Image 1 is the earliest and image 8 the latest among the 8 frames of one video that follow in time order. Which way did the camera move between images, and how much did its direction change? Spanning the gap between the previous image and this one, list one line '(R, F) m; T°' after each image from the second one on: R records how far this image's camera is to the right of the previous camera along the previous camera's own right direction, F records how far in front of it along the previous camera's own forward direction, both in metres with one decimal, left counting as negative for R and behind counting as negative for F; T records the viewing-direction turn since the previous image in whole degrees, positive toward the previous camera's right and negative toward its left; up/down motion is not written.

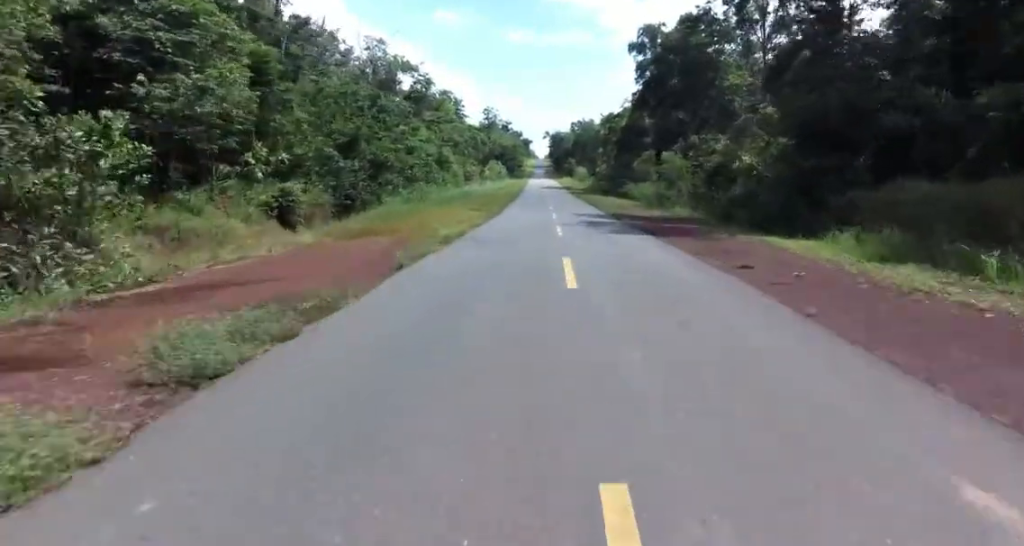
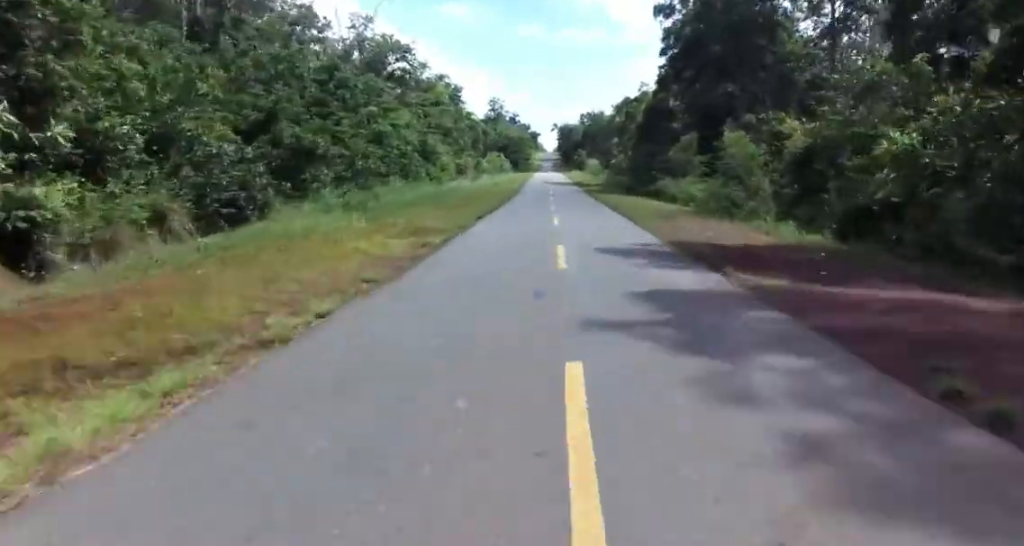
(0.0, +14.8) m; 0°
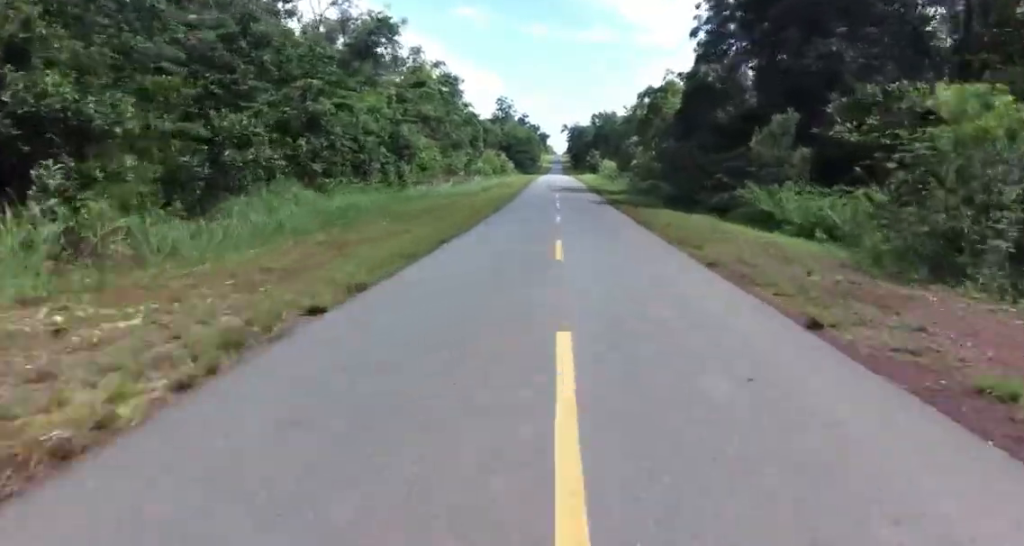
(0.0, +15.8) m; 0°
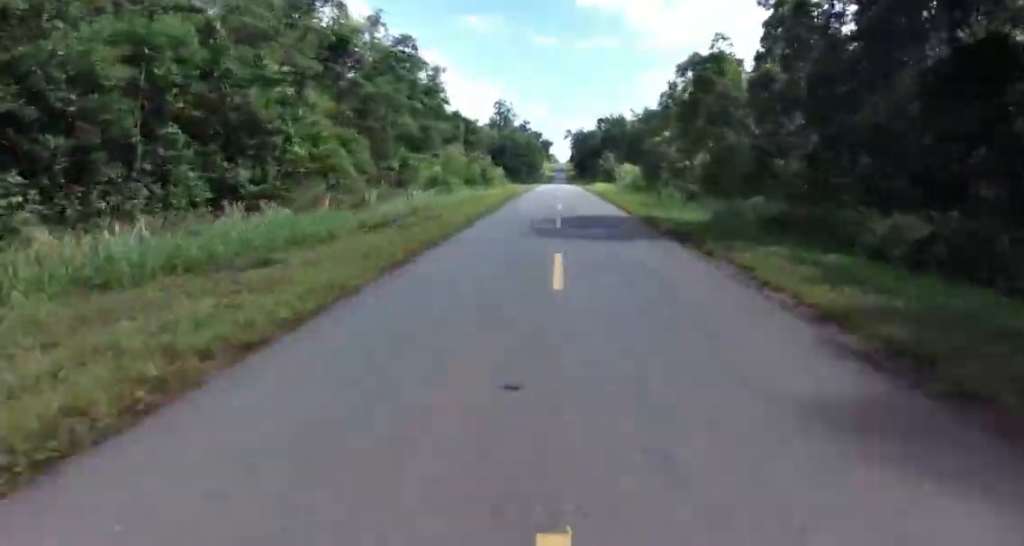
(+0.2, +27.8) m; +1°
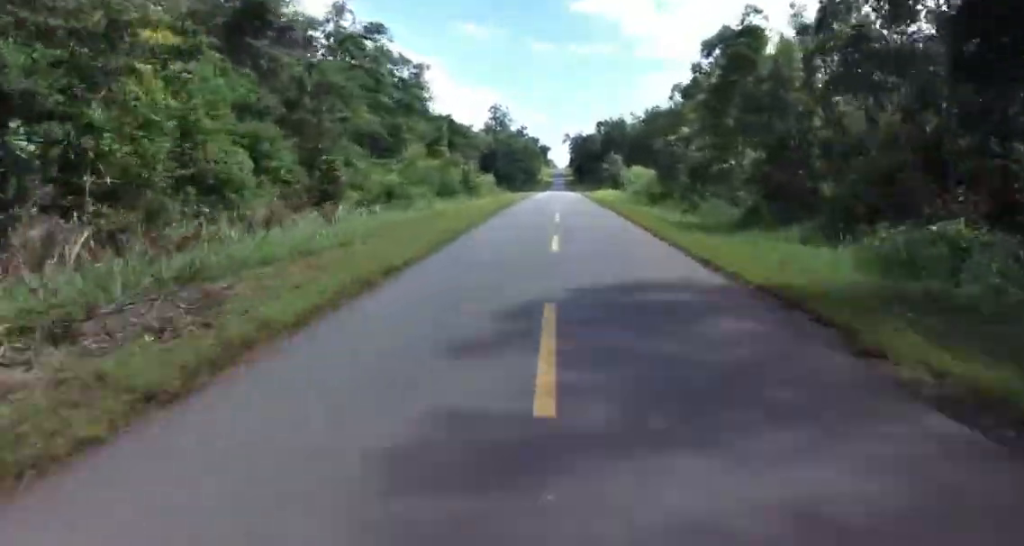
(+0.1, +11.9) m; 0°
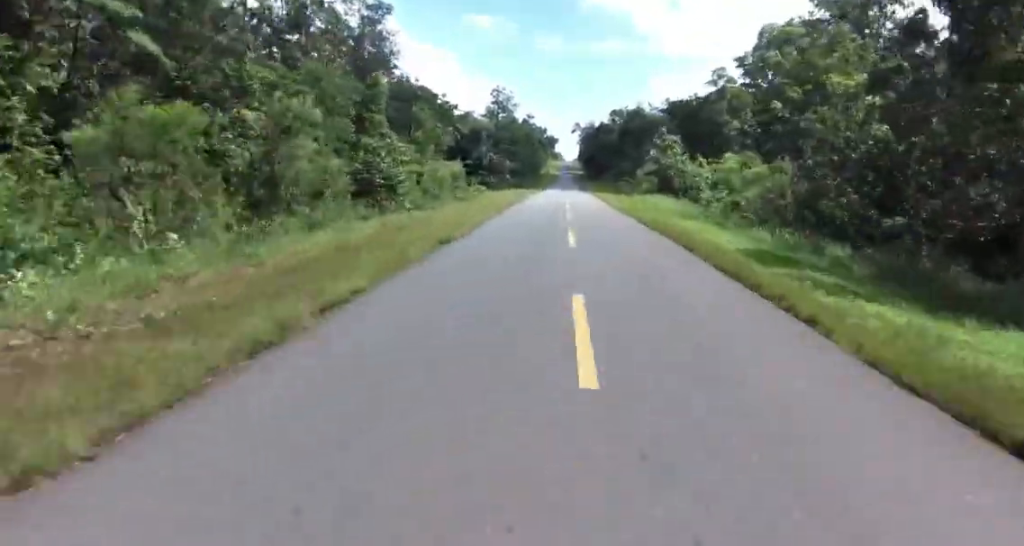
(+0.1, +33.5) m; +1°
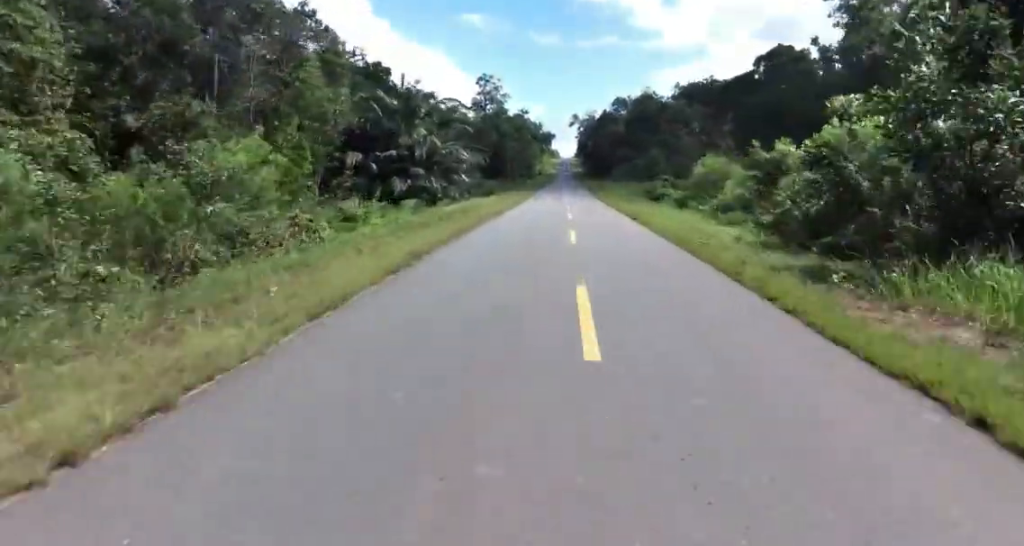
(+0.6, +32.7) m; -1°
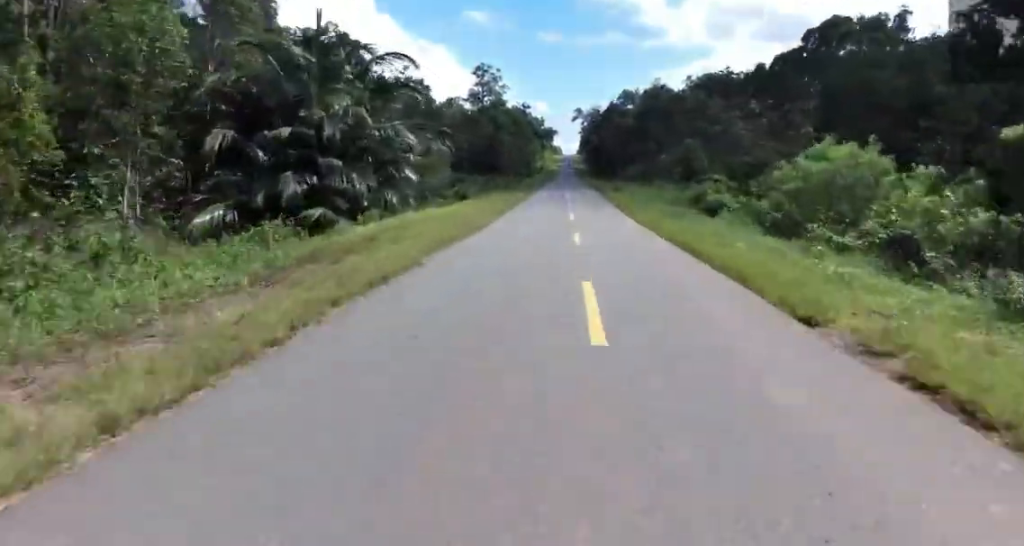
(+0.4, +16.3) m; -3°
